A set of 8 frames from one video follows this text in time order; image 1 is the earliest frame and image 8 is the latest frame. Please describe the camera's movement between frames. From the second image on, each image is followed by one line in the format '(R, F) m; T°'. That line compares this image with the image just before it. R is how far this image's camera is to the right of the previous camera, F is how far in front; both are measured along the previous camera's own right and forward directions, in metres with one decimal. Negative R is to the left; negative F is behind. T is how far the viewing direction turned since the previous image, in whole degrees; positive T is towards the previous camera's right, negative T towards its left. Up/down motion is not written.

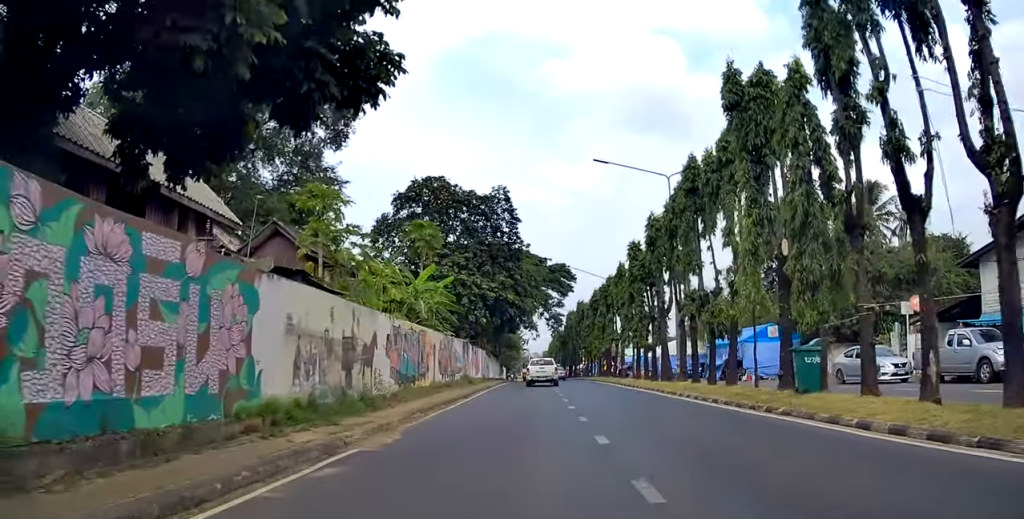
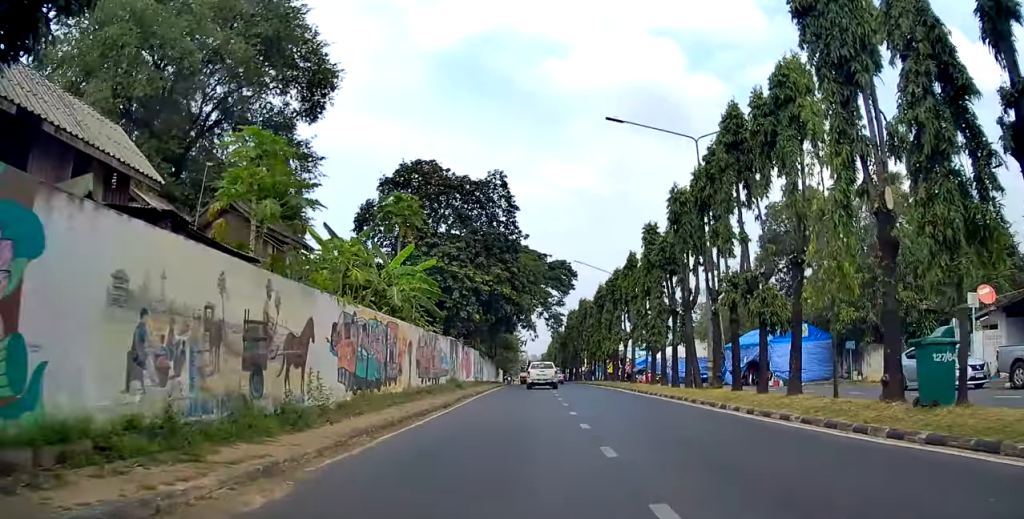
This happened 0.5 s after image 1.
(0.0, +5.1) m; 0°
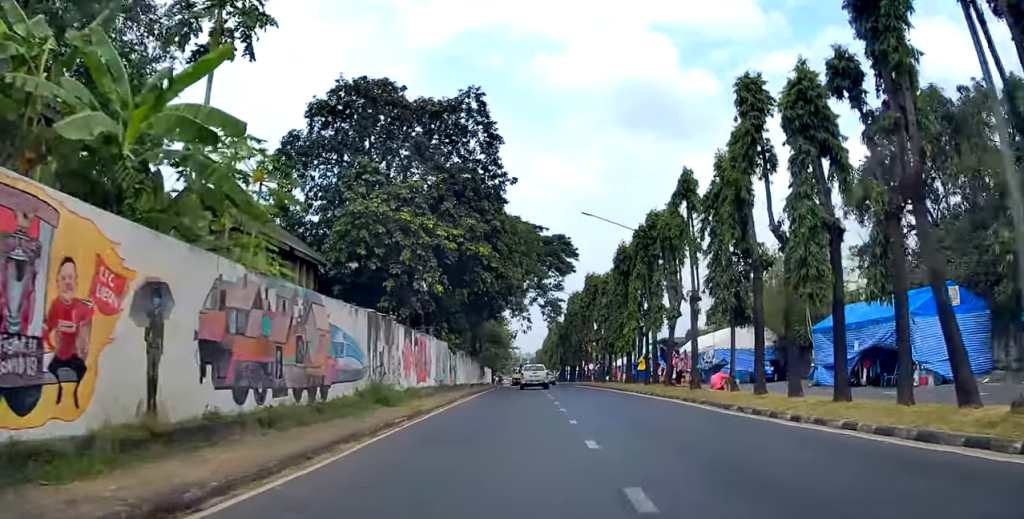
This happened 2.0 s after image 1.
(-0.2, +15.2) m; +1°
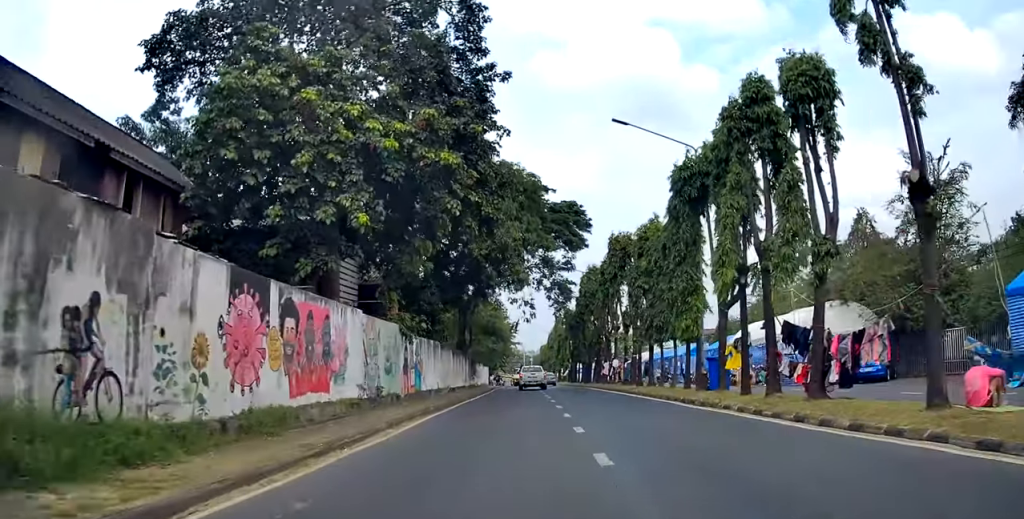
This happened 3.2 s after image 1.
(+0.3, +13.8) m; -1°
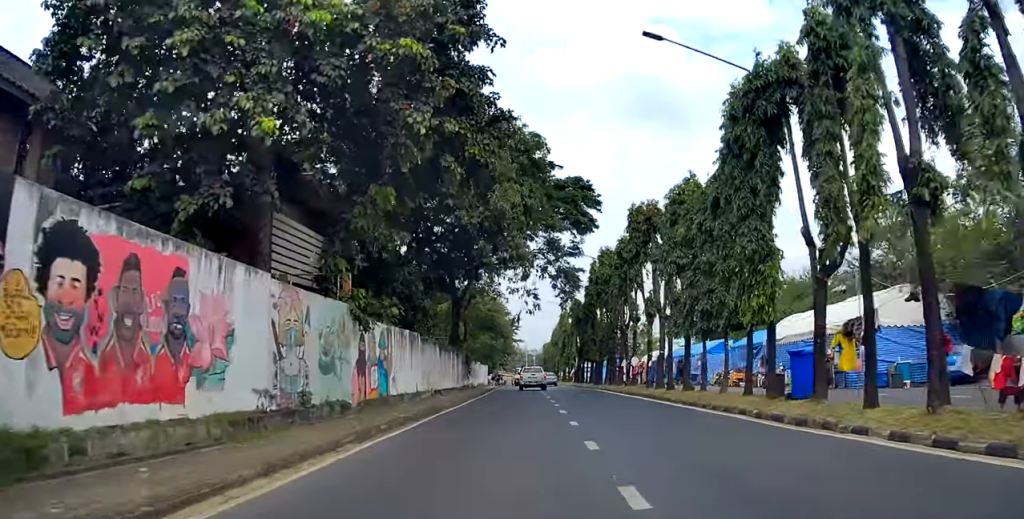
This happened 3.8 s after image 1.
(-0.4, +6.3) m; 0°
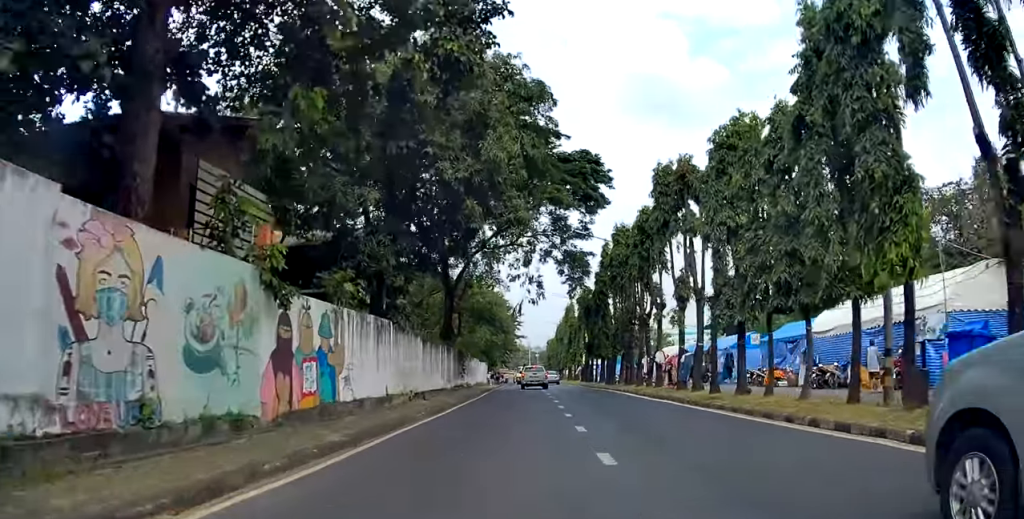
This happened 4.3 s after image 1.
(-0.1, +6.0) m; 0°
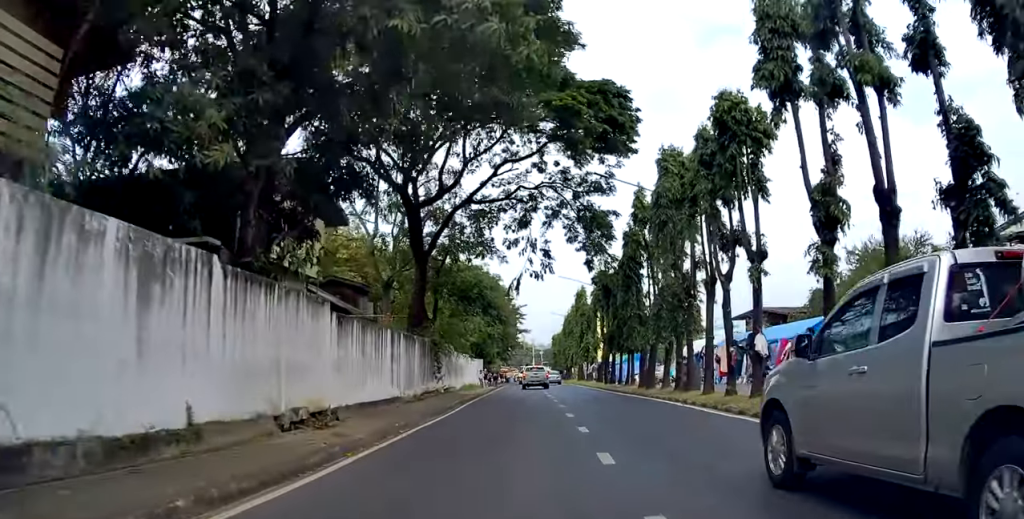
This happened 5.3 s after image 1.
(+0.3, +12.0) m; 0°
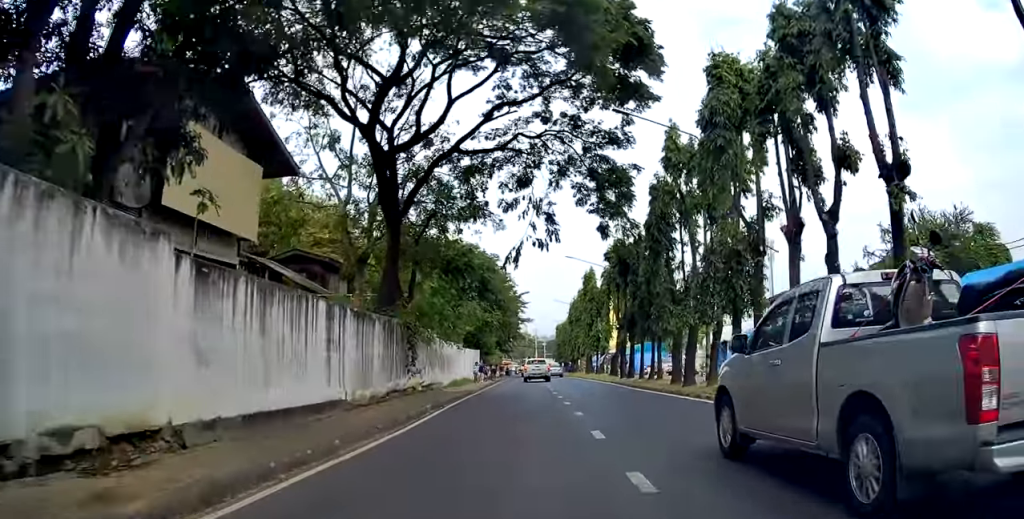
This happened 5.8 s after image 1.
(-0.3, +6.4) m; 0°
